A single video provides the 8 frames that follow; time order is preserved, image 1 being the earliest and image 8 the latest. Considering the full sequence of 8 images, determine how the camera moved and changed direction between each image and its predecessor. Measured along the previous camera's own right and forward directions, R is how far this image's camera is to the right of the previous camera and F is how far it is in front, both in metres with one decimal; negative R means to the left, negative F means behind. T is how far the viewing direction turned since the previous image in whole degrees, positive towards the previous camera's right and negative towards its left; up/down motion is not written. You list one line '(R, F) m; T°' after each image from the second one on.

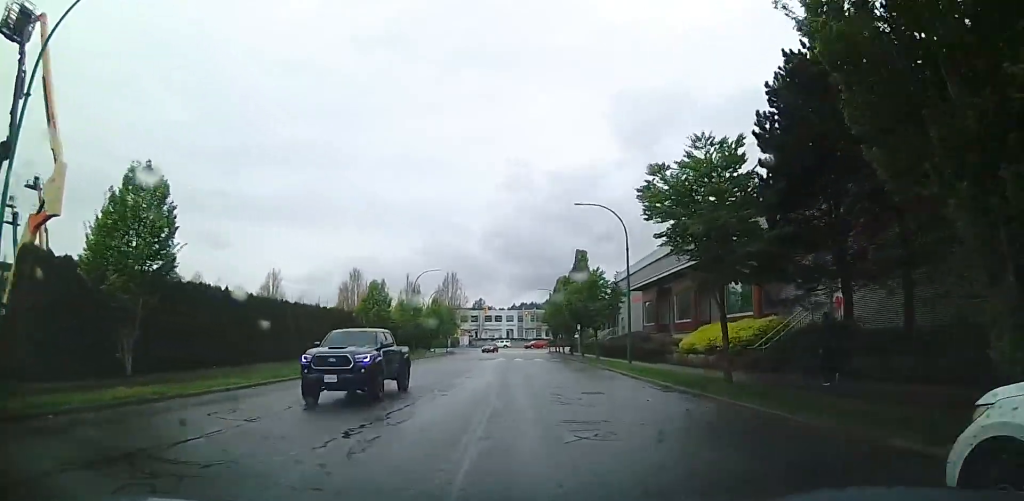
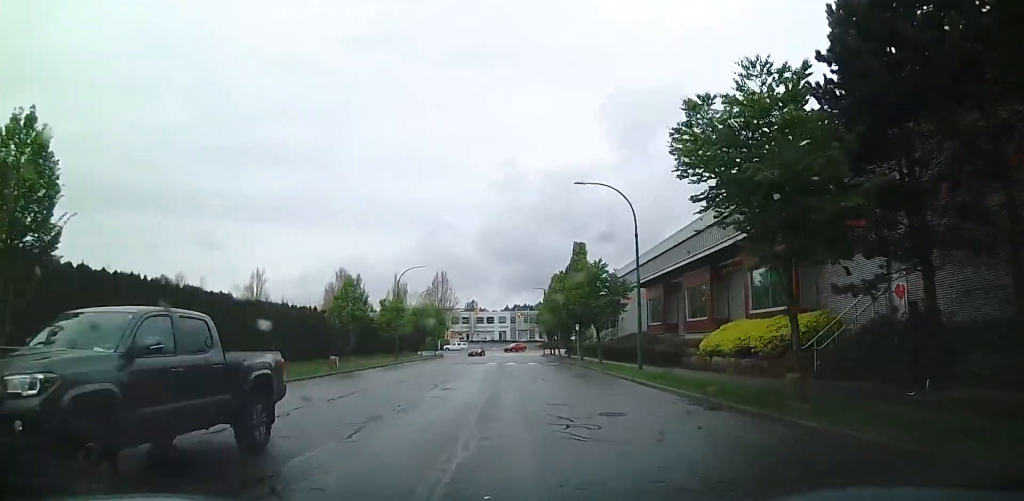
(+0.1, +4.4) m; 0°
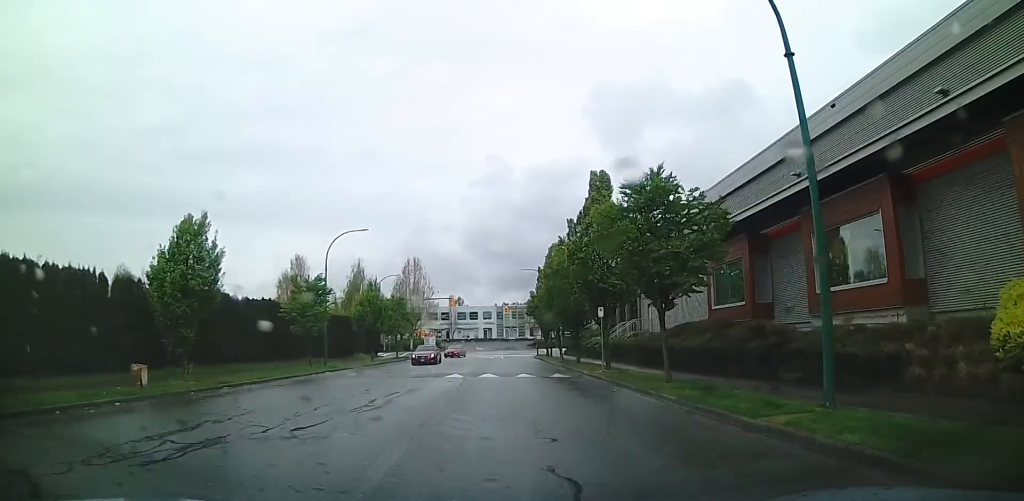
(0.0, +17.7) m; +2°
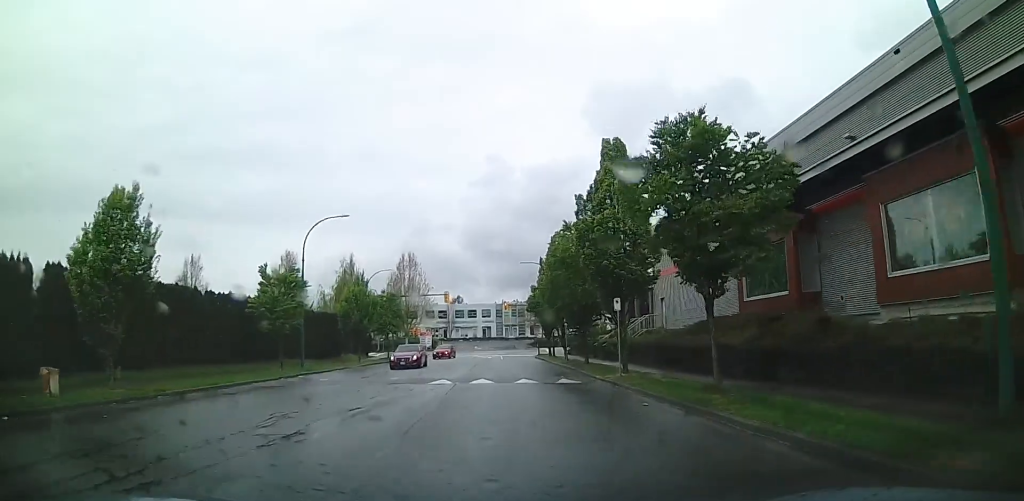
(+0.1, +4.4) m; +1°
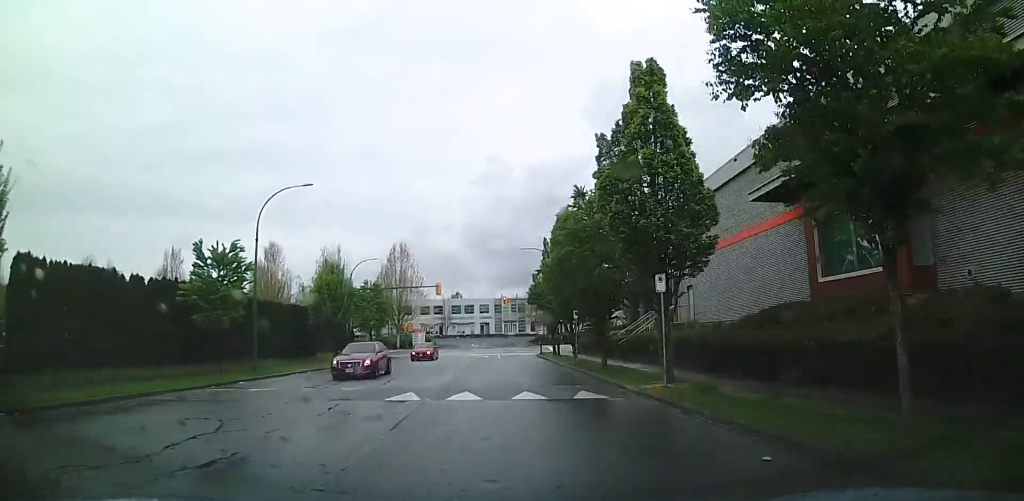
(+0.1, +6.9) m; +1°
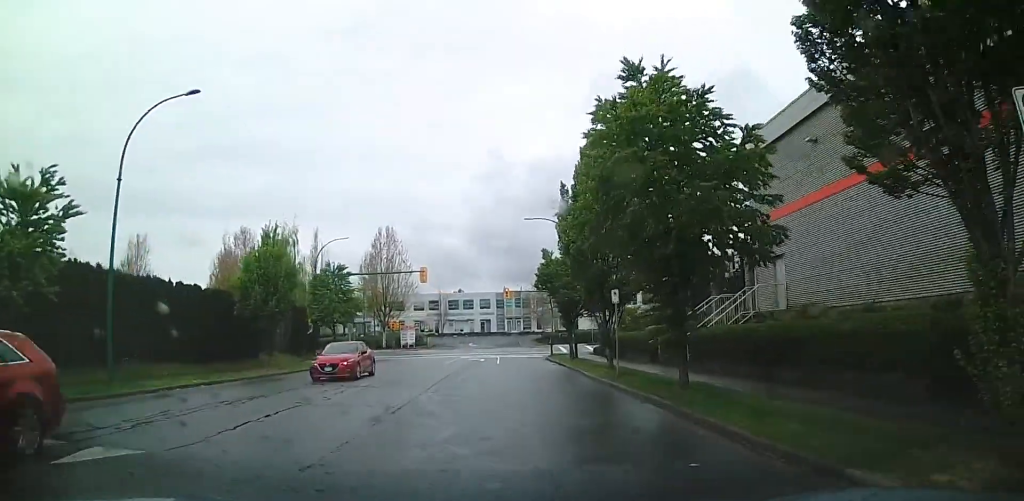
(+0.2, +13.5) m; 0°
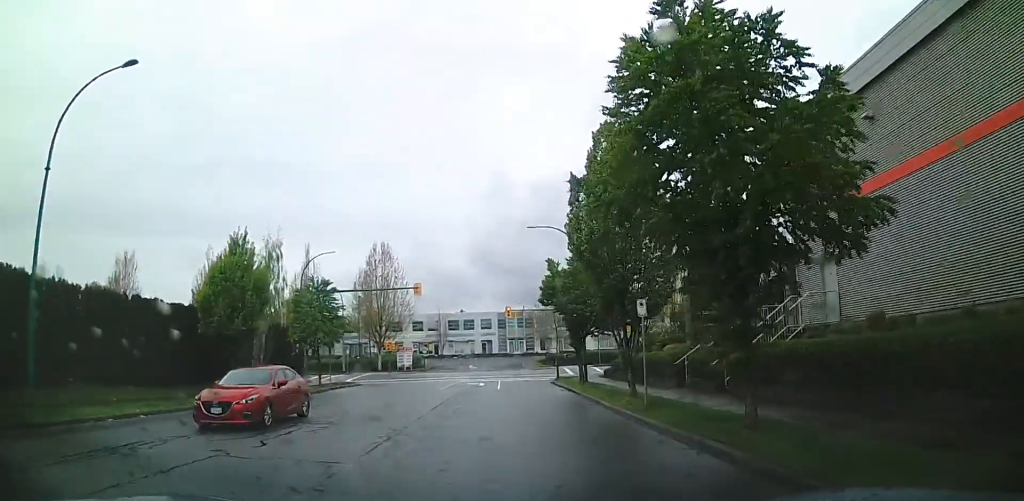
(0.0, +4.9) m; -1°
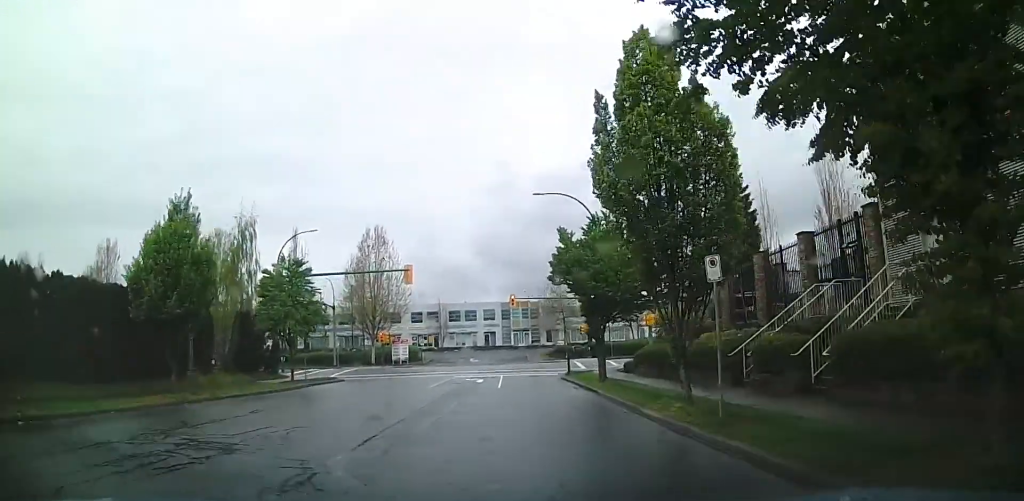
(-0.2, +6.8) m; -2°
